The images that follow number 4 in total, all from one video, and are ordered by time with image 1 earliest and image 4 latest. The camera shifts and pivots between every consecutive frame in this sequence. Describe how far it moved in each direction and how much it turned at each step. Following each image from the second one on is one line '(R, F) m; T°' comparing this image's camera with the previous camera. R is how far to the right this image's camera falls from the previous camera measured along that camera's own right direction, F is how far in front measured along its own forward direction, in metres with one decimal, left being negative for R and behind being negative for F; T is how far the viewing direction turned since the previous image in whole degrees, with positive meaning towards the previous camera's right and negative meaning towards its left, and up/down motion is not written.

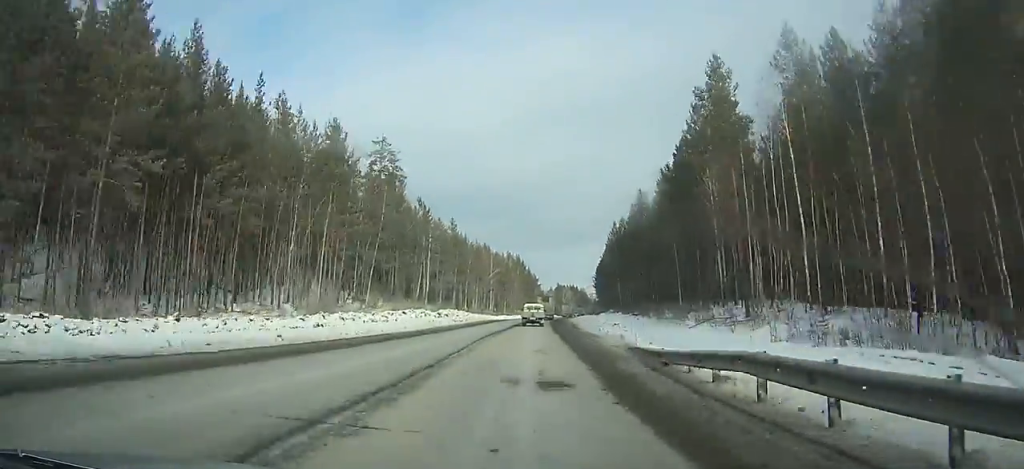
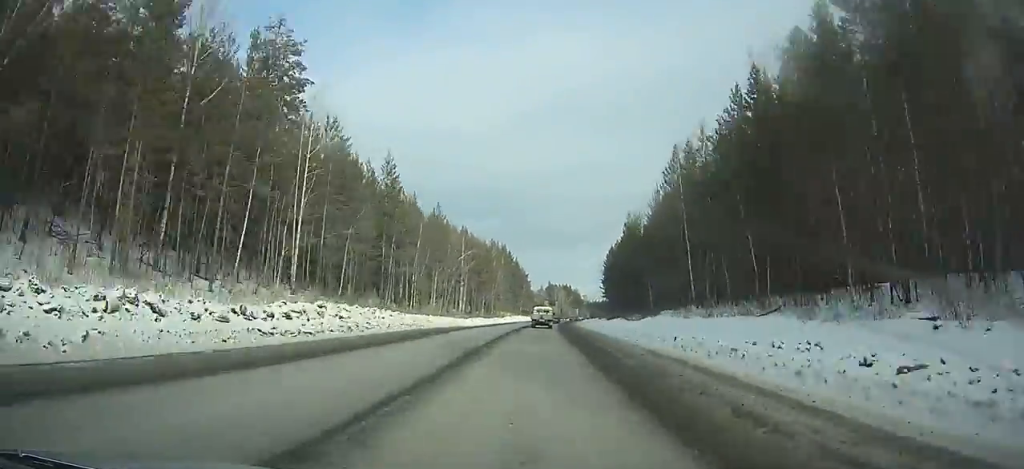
(+0.4, +47.1) m; +1°
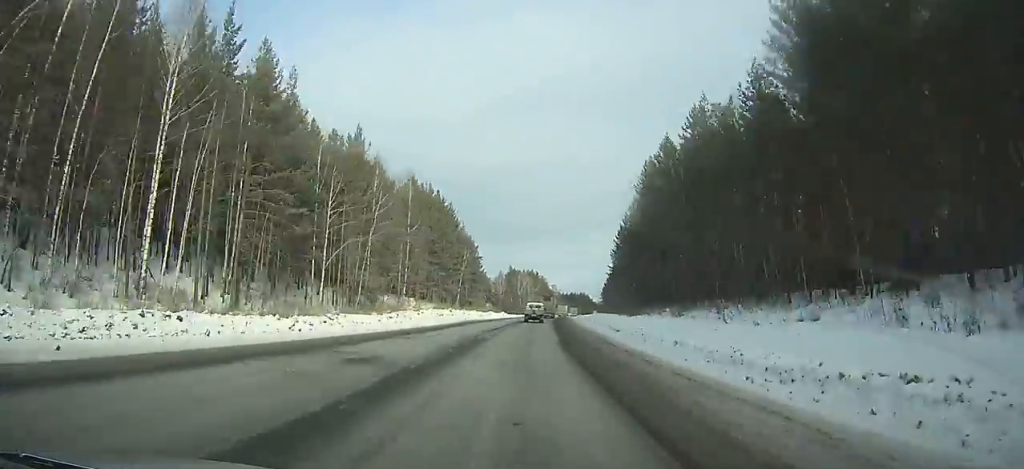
(+2.2, +85.5) m; +4°
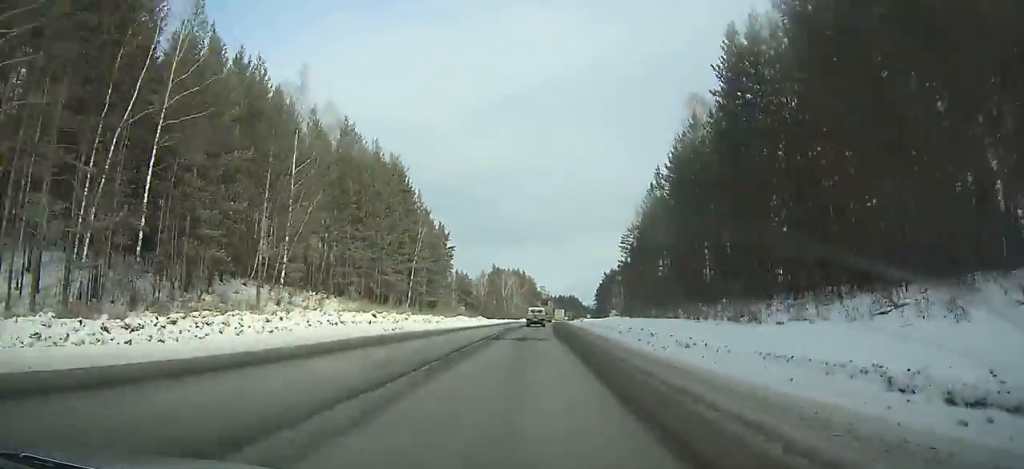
(+0.6, +34.0) m; +1°
